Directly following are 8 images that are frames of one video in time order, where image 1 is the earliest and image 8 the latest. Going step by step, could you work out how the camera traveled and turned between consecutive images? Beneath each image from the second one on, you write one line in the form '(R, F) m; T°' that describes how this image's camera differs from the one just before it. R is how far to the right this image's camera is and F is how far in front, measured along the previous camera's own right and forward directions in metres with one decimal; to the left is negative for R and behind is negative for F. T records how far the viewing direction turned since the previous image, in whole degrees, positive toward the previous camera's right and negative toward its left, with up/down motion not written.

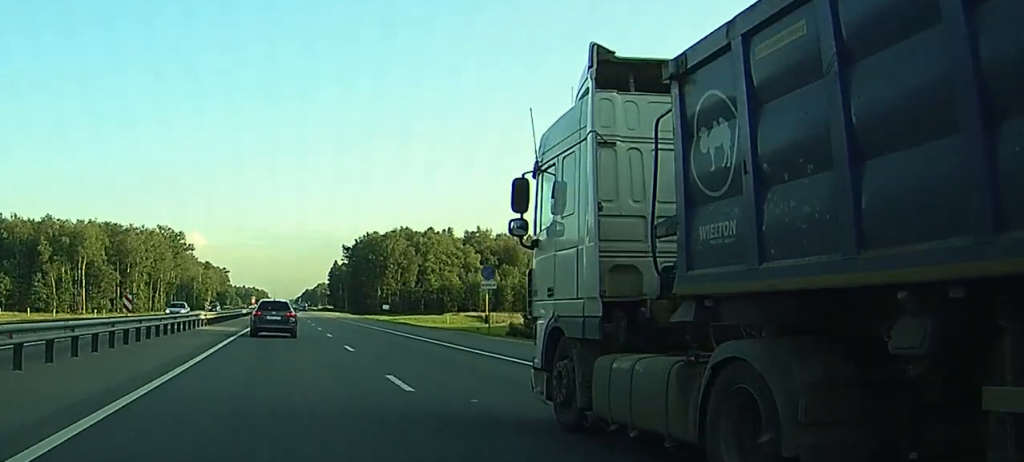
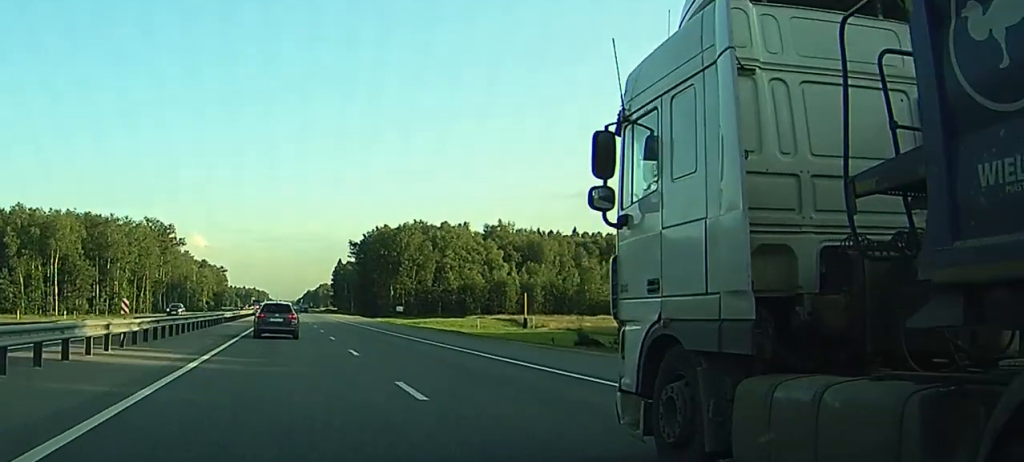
(0.0, +25.3) m; 0°
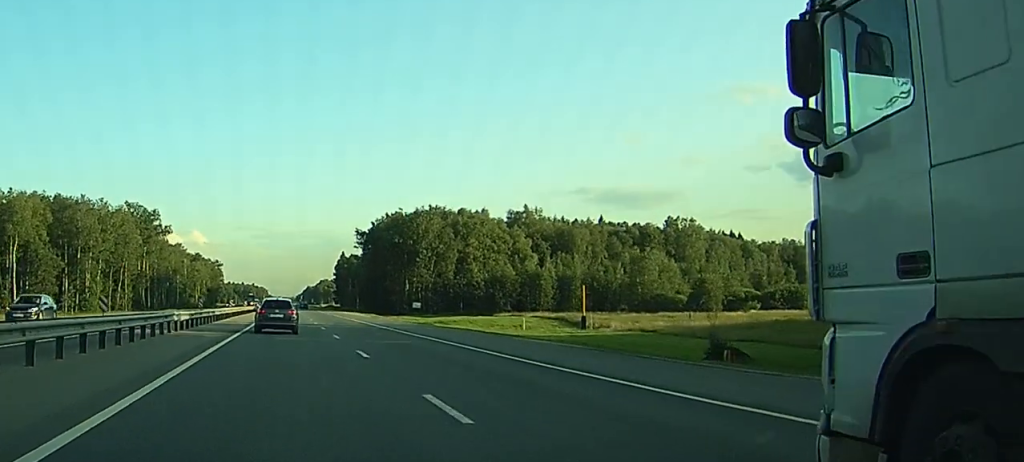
(+0.1, +26.7) m; 0°
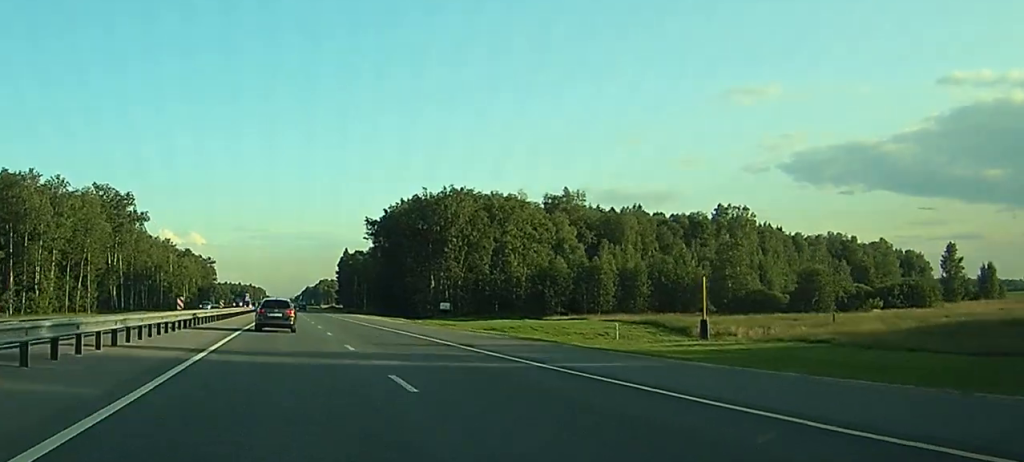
(-0.1, +32.2) m; 0°
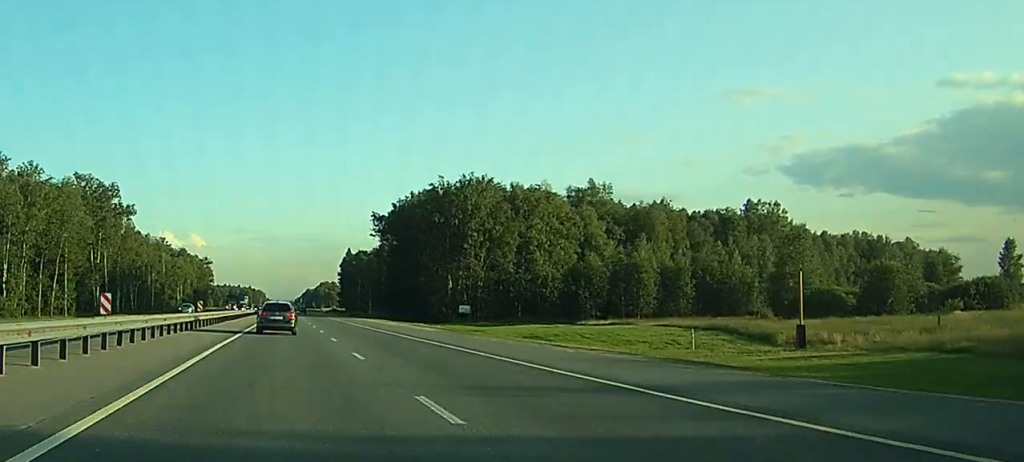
(0.0, +15.3) m; 0°
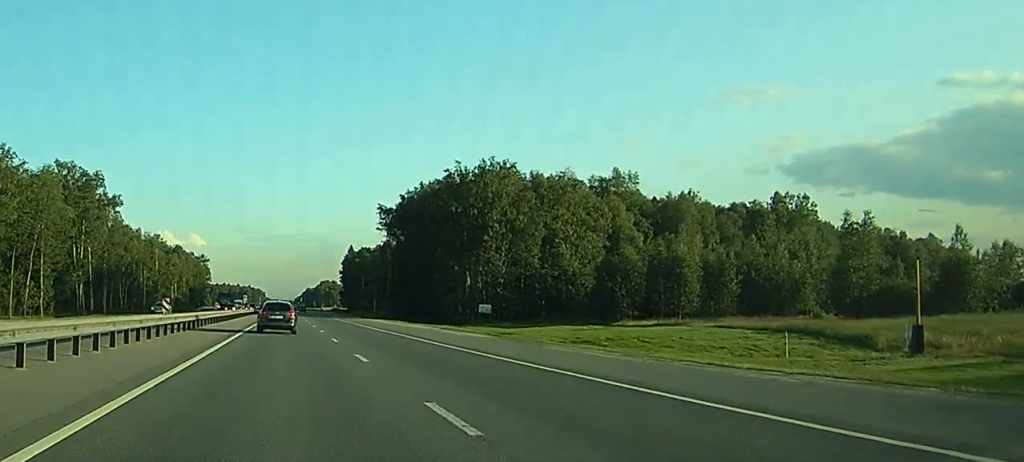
(0.0, +12.9) m; 0°
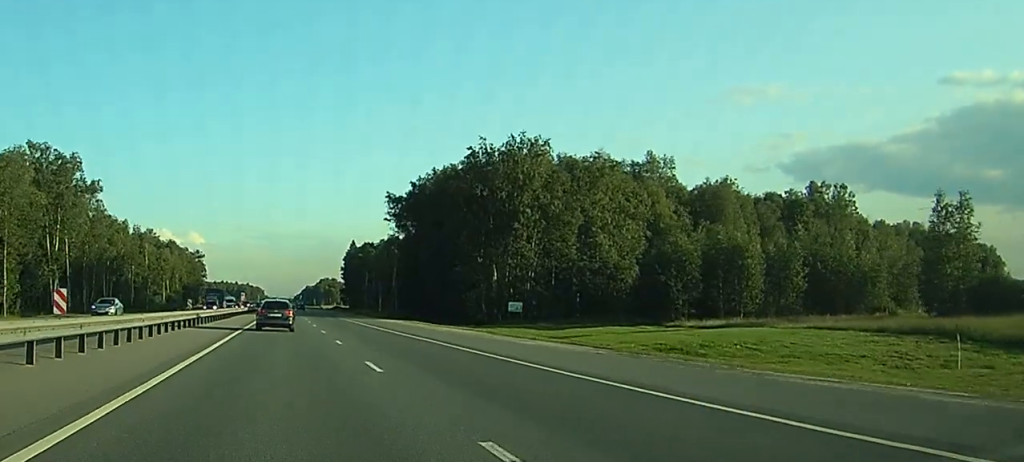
(-0.1, +15.4) m; 0°
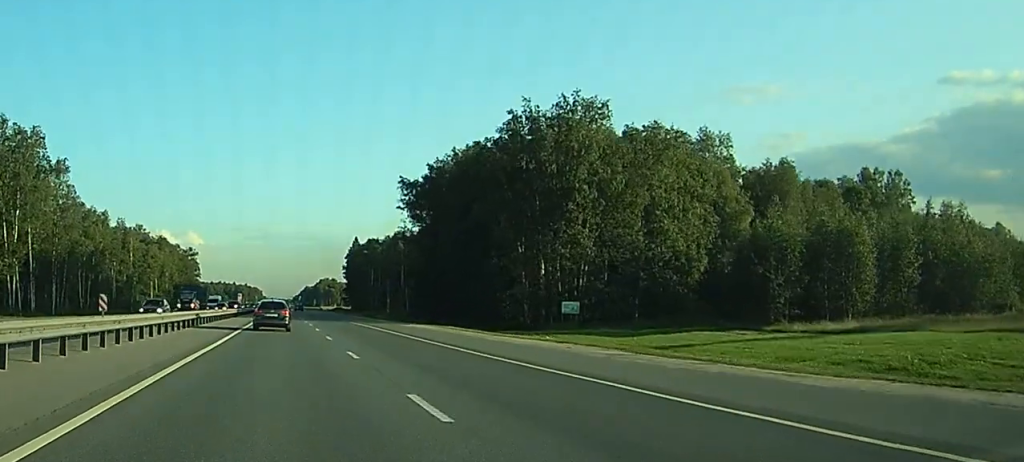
(0.0, +19.7) m; 0°
